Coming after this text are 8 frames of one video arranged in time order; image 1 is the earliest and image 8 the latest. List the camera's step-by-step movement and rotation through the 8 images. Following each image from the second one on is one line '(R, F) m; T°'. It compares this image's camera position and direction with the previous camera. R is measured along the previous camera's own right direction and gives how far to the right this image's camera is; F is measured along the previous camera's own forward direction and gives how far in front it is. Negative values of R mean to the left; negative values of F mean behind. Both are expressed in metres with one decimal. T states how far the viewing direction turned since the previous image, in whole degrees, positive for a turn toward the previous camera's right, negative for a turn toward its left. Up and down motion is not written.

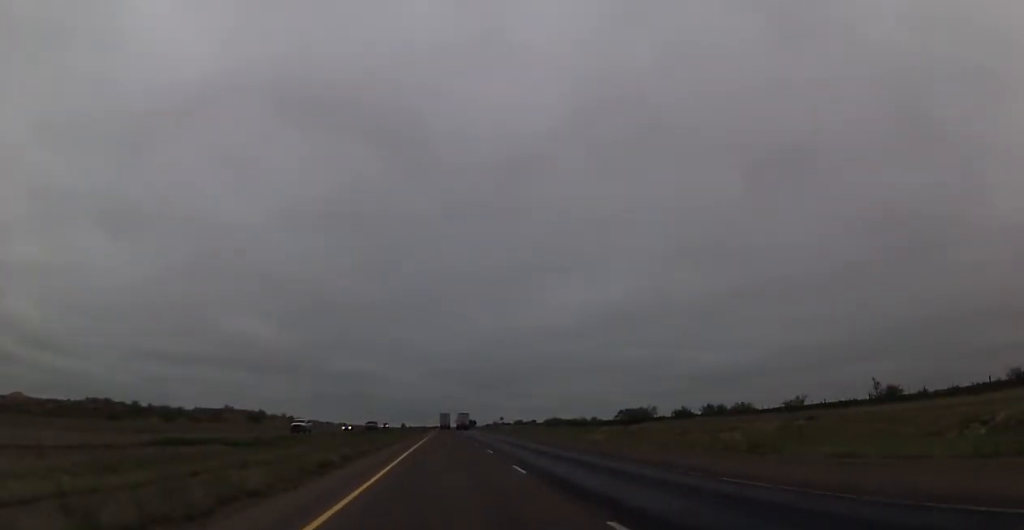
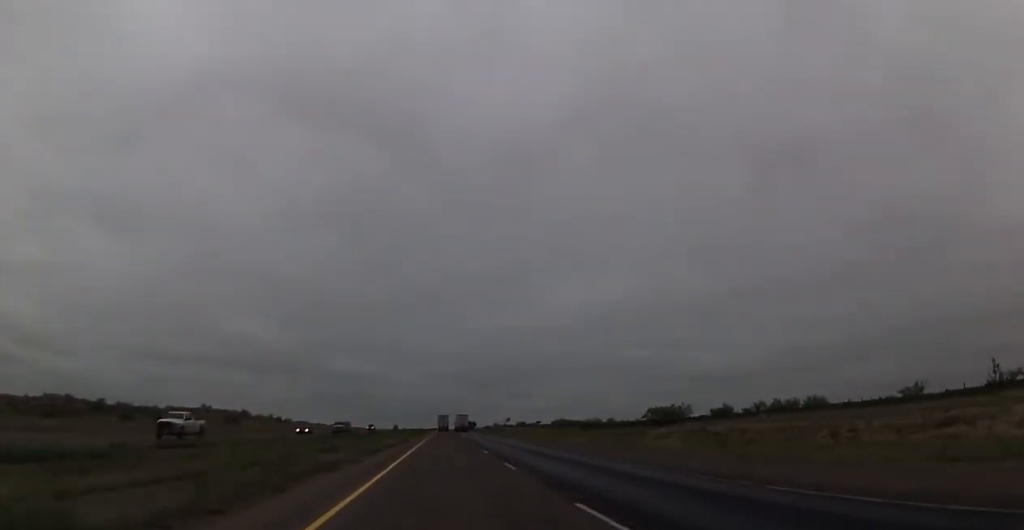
(-0.1, +21.9) m; 0°
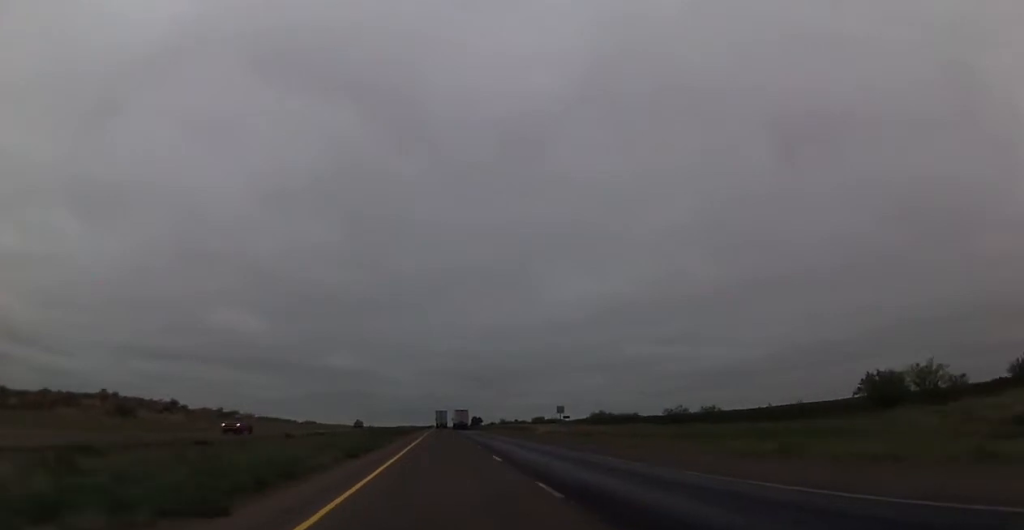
(+0.2, +68.2) m; +1°
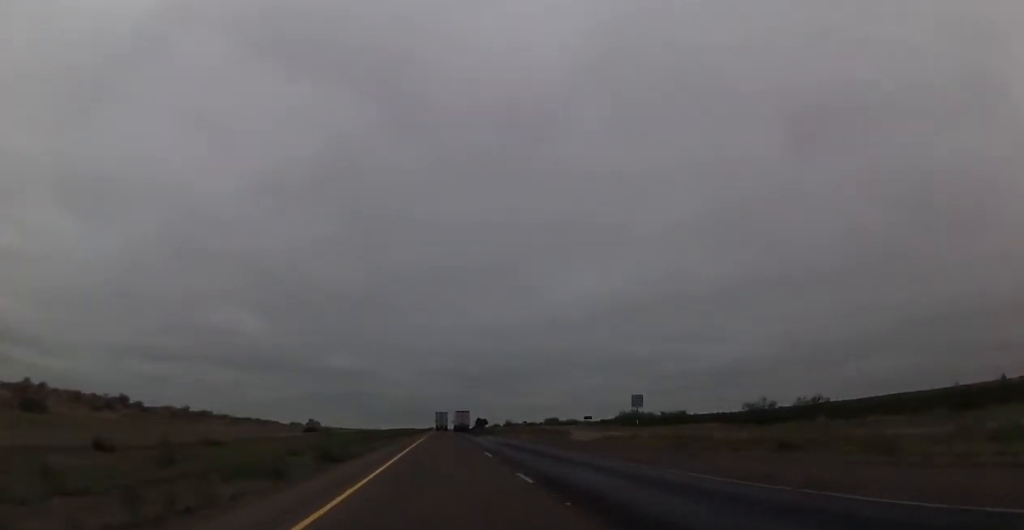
(+0.1, +32.9) m; 0°
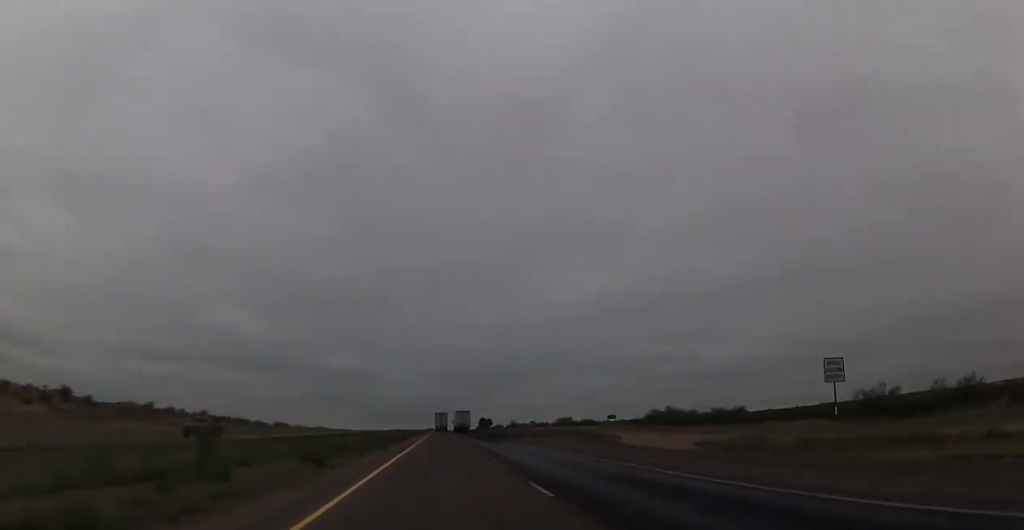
(0.0, +26.8) m; 0°
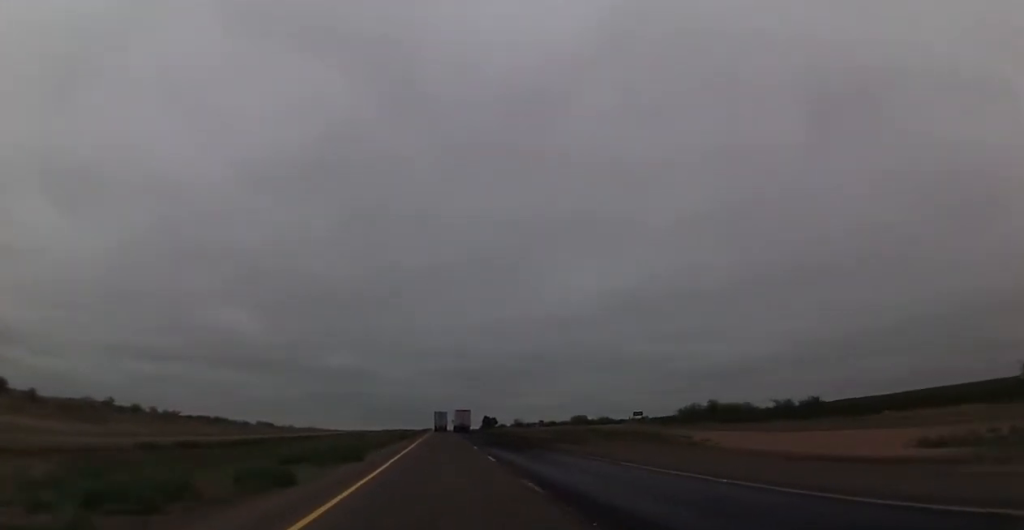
(0.0, +23.1) m; 0°
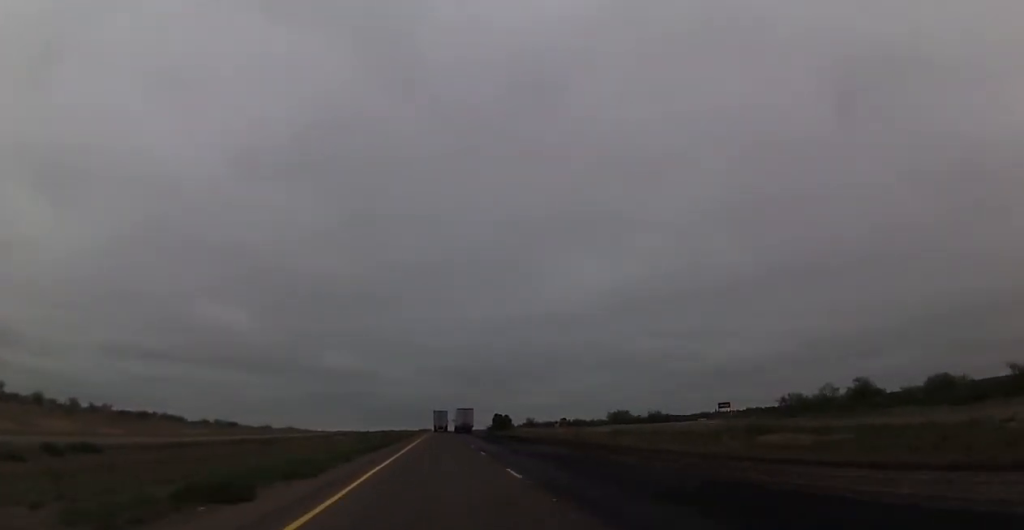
(0.0, +45.1) m; 0°
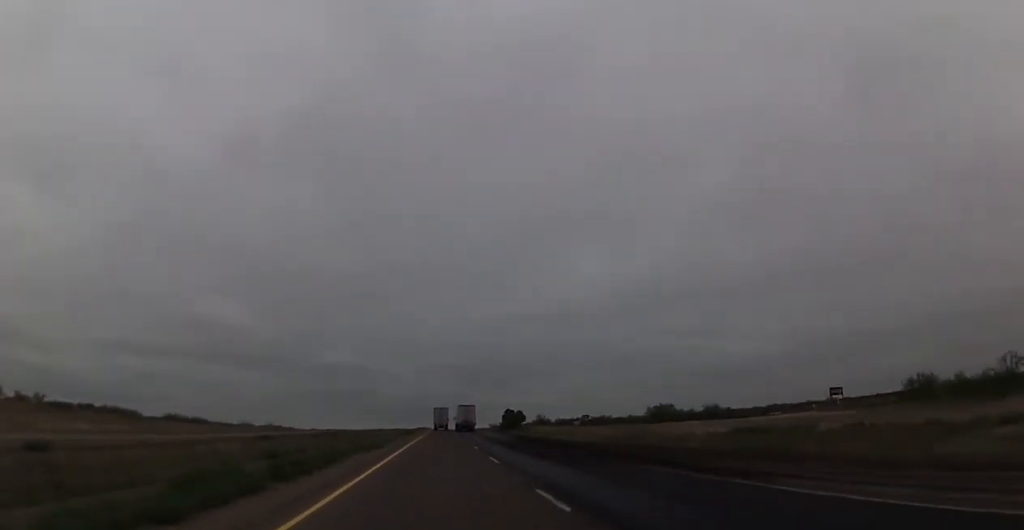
(+0.1, +30.5) m; 0°
